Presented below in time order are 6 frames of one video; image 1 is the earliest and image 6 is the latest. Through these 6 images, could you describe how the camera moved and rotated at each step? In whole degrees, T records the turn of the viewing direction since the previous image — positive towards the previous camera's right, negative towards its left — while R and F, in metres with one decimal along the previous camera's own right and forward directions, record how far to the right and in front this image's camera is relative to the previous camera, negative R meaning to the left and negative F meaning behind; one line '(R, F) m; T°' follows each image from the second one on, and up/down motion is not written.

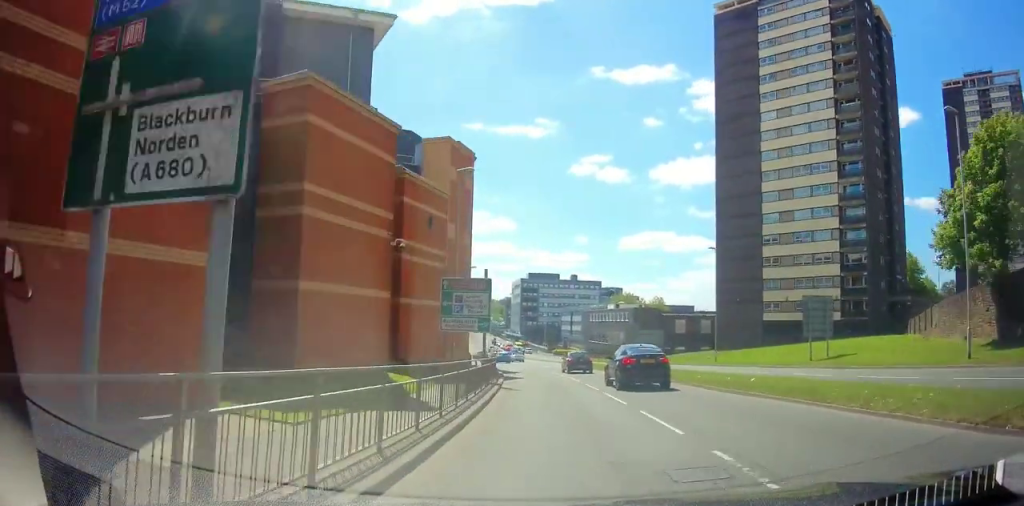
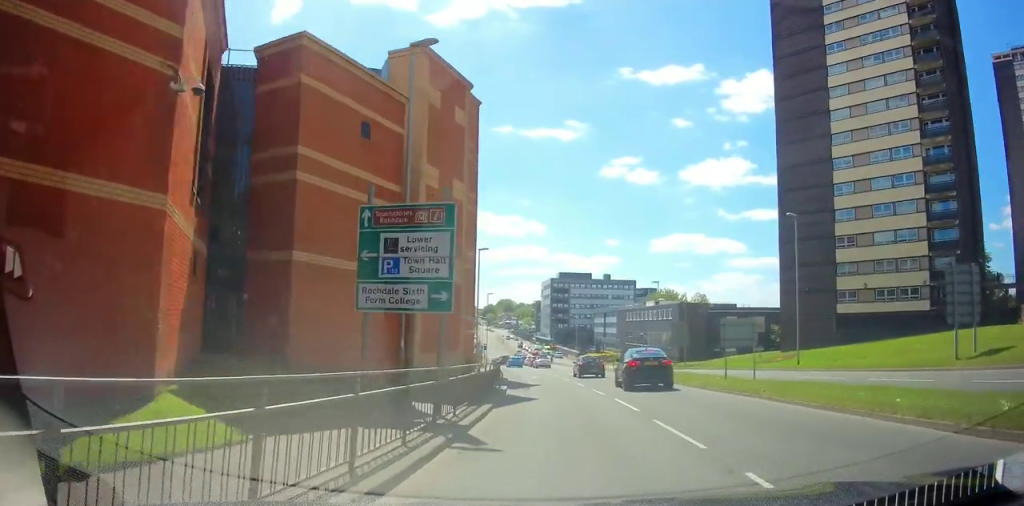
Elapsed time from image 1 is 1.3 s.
(-0.1, +13.4) m; -1°
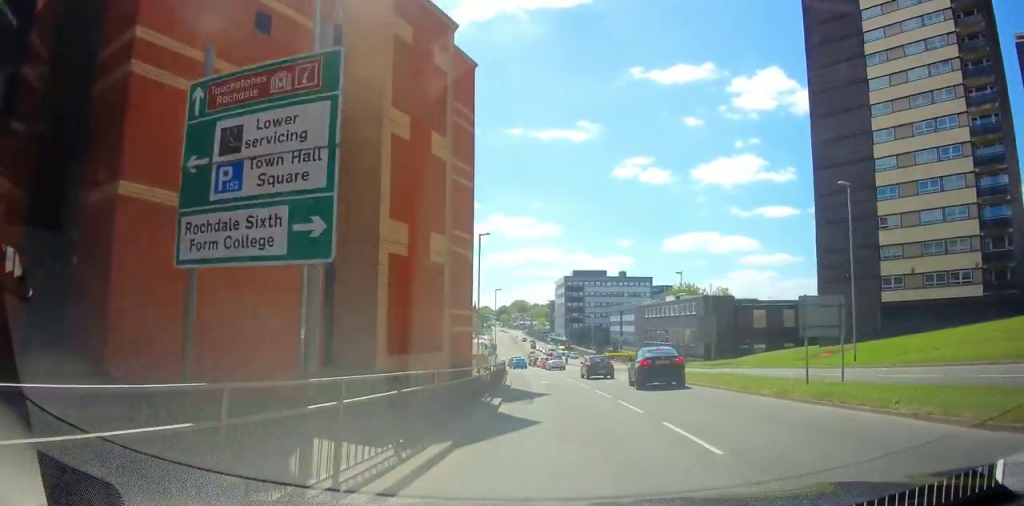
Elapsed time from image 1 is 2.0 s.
(0.0, +6.7) m; 0°
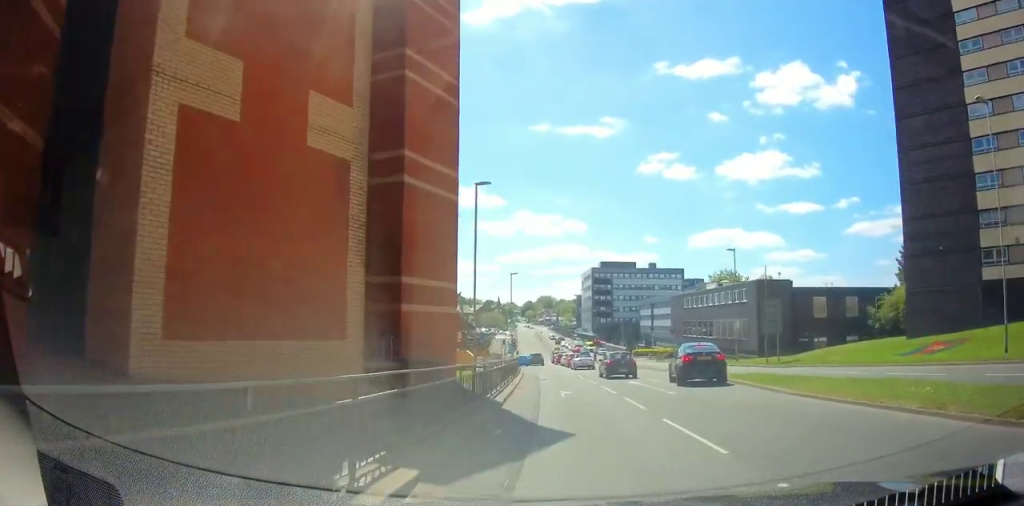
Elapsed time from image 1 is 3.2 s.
(0.0, +12.0) m; 0°
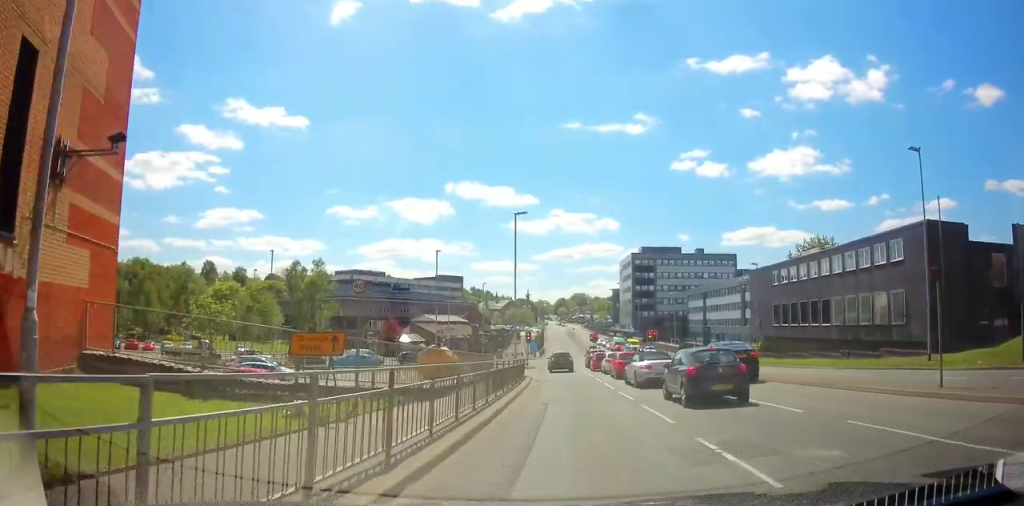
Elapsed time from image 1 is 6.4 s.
(-1.9, +27.3) m; -6°
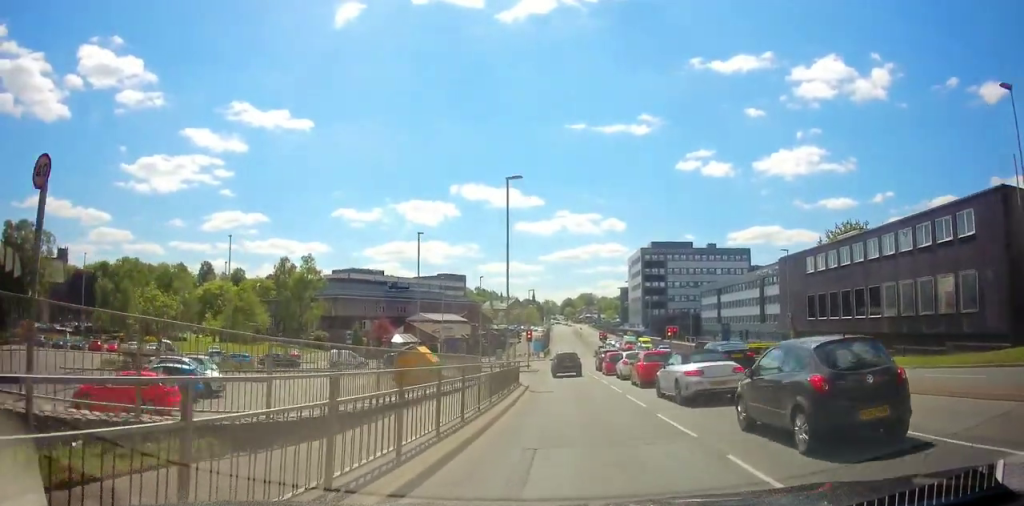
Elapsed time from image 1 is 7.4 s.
(0.0, +7.7) m; 0°
